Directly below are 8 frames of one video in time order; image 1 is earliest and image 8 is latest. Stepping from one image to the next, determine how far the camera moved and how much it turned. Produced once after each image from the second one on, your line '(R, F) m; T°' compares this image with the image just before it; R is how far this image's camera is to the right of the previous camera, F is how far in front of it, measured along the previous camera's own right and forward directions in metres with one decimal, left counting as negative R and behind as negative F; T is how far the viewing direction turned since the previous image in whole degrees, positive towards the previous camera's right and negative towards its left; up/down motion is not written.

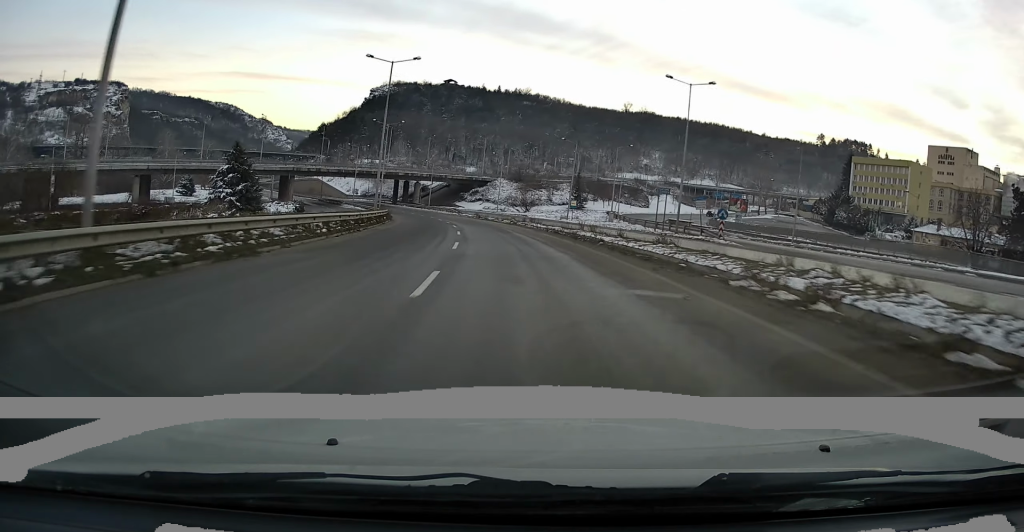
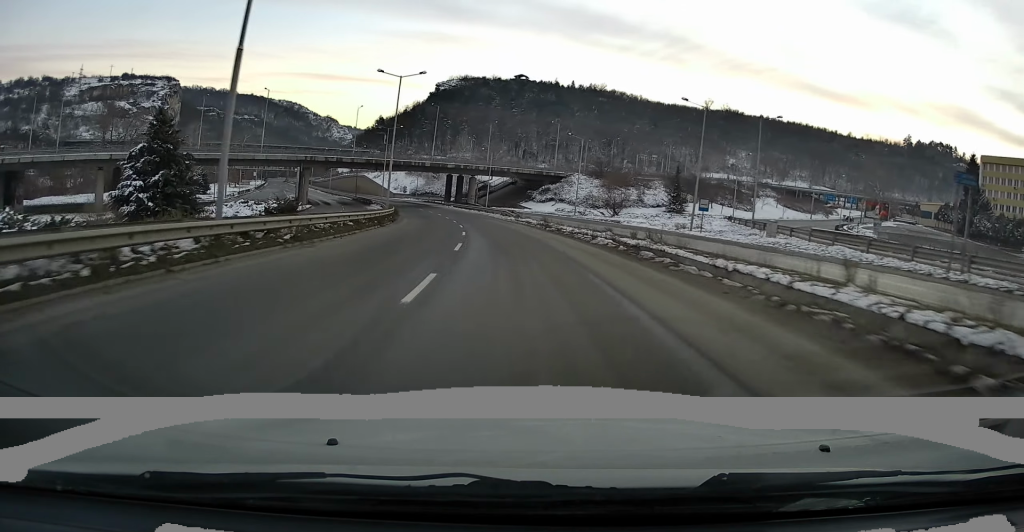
(-1.4, +27.8) m; -6°
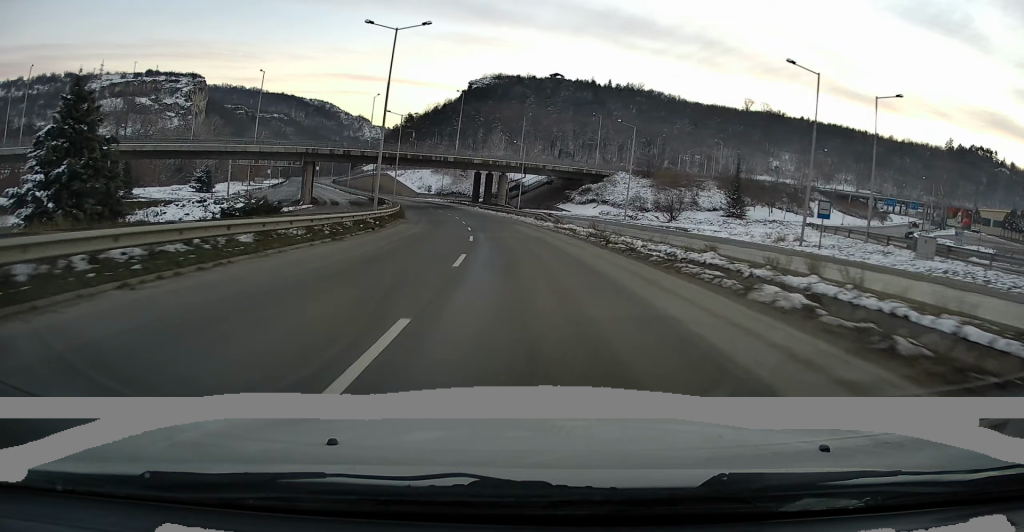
(-0.3, +13.0) m; -3°
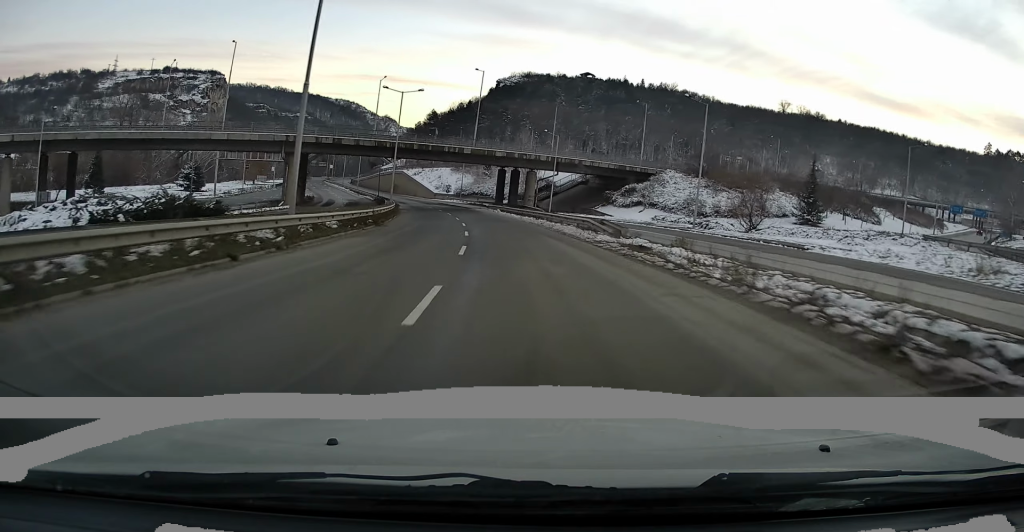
(-0.5, +15.3) m; -4°
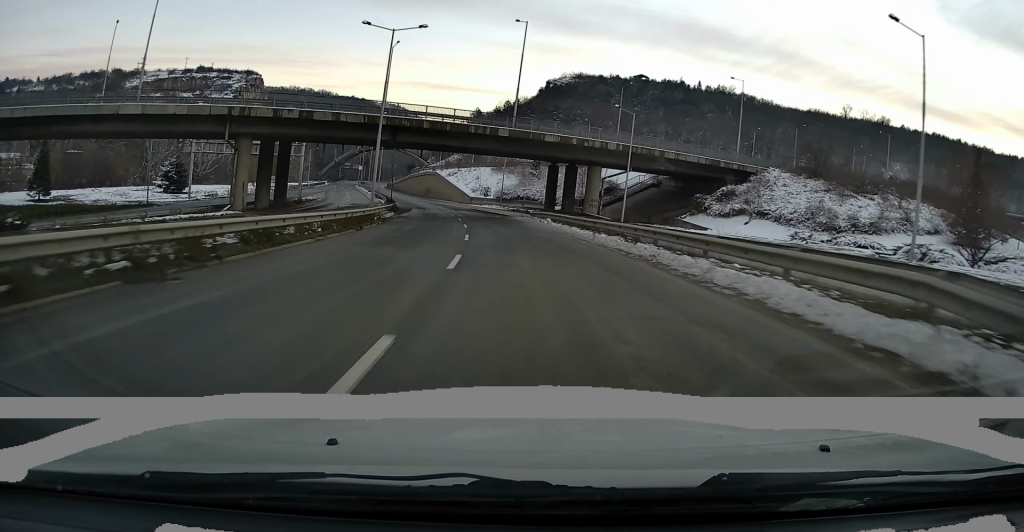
(-0.9, +21.4) m; -4°
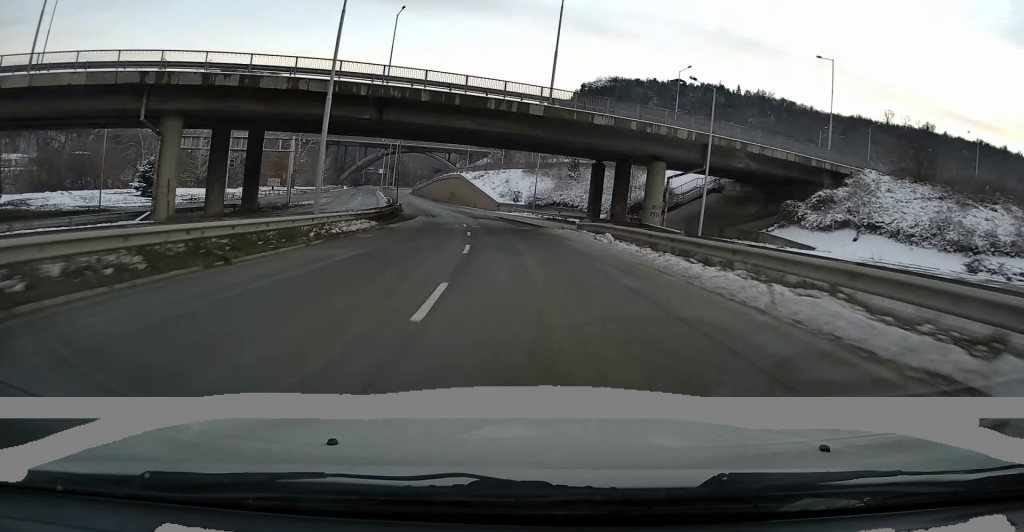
(-0.2, +13.8) m; -2°
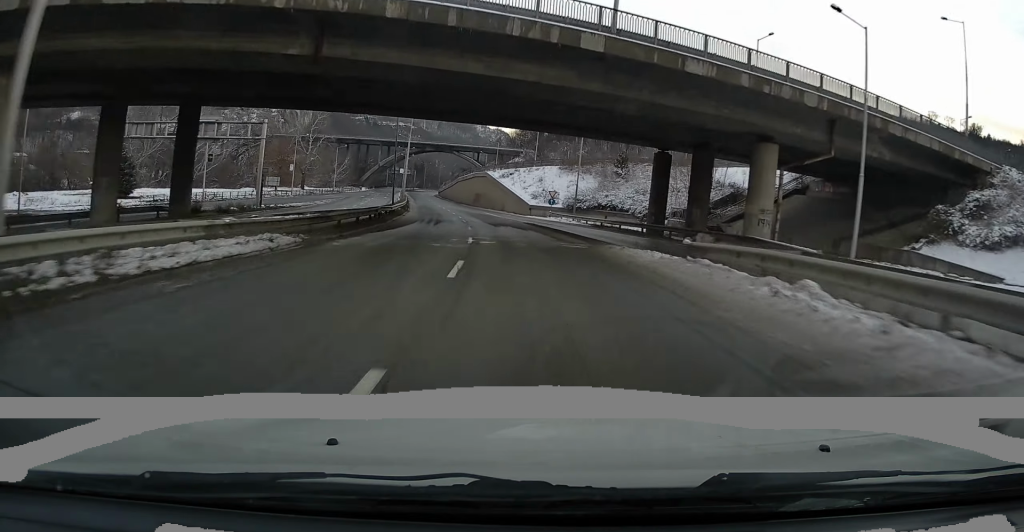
(-0.1, +14.7) m; -2°
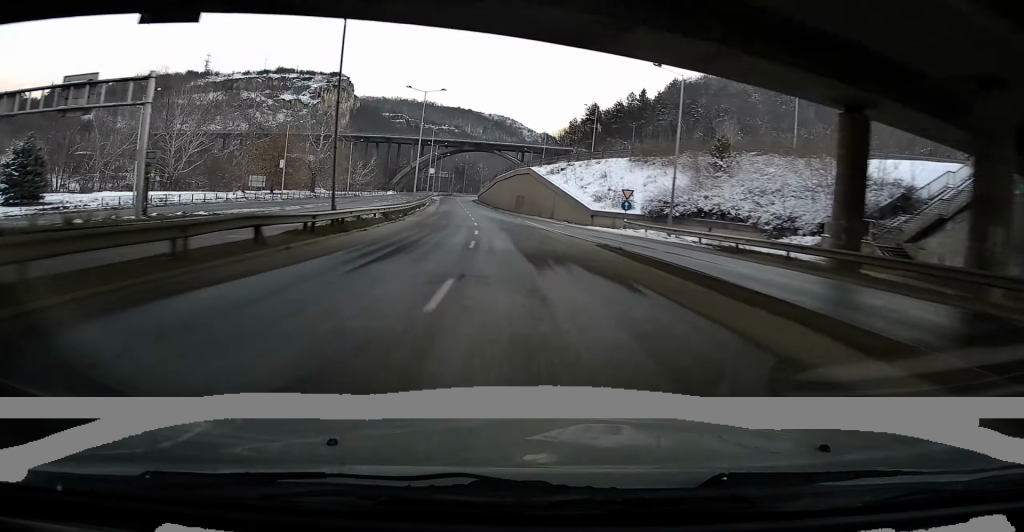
(-0.8, +21.9) m; -4°
